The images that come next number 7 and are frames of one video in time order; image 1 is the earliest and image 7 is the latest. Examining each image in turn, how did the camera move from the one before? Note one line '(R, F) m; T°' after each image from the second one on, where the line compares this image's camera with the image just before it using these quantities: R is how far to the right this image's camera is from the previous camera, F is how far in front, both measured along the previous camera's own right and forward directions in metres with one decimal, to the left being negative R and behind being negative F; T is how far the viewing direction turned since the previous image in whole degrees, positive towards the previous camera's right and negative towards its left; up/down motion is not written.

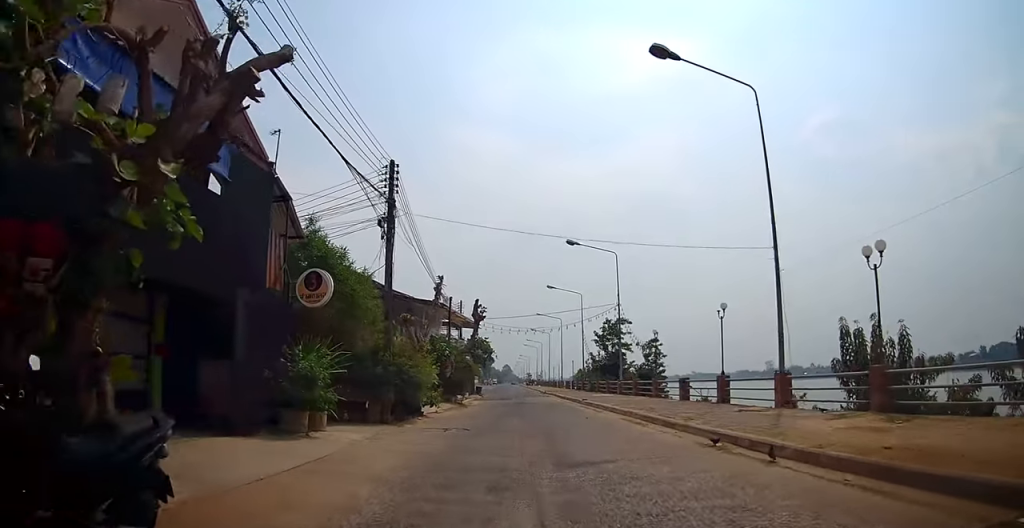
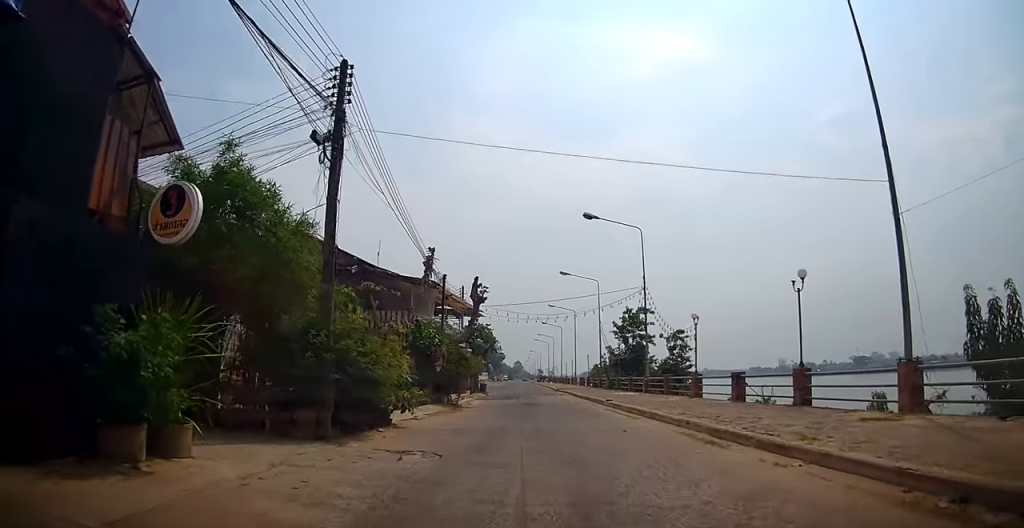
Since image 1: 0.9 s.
(+0.1, +5.6) m; 0°
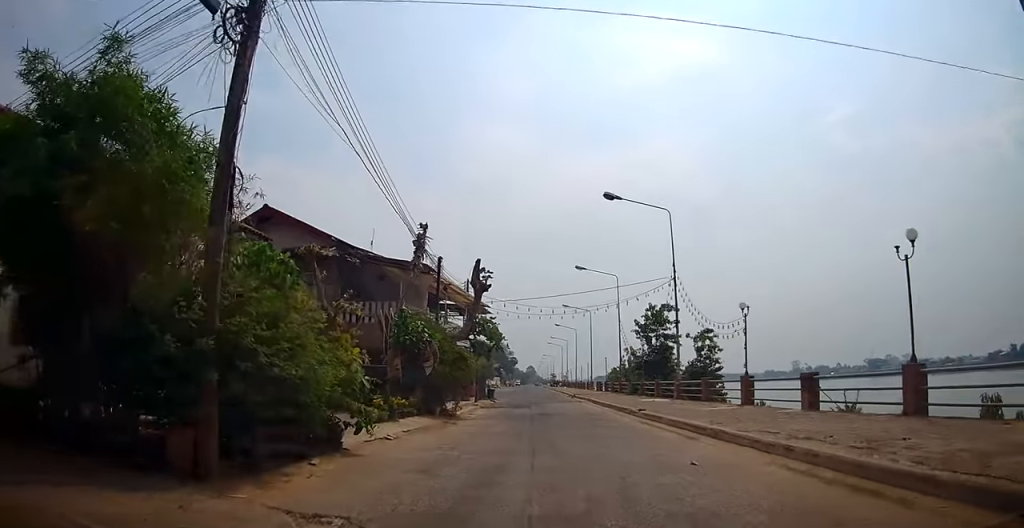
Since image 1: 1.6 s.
(0.0, +4.3) m; 0°
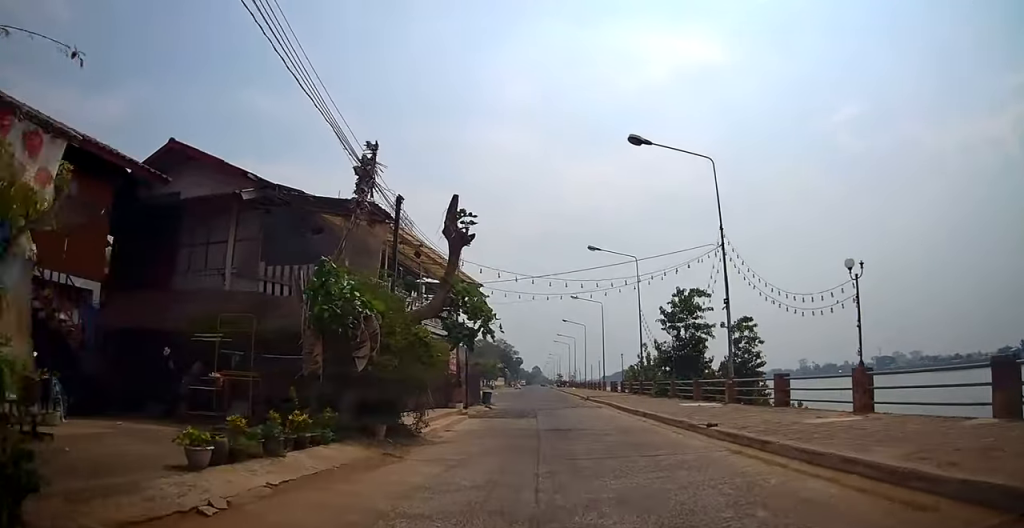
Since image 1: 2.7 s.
(-0.1, +6.6) m; +1°
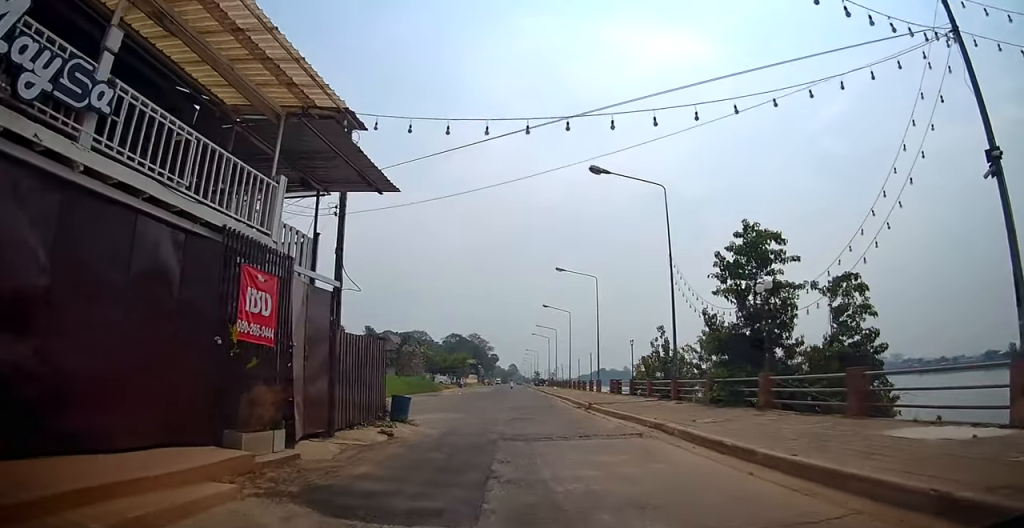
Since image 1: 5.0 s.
(+0.4, +15.0) m; +1°
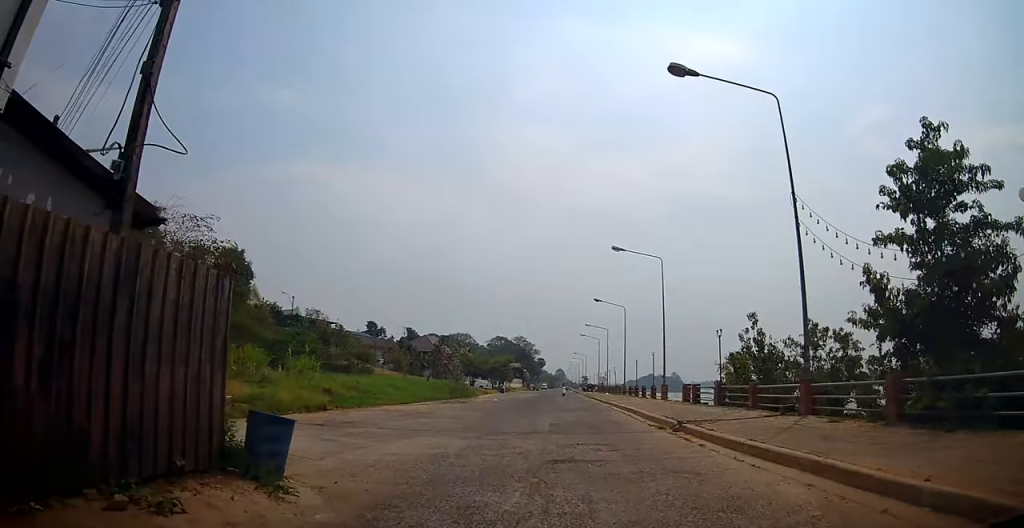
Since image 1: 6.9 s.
(-0.2, +11.0) m; -1°
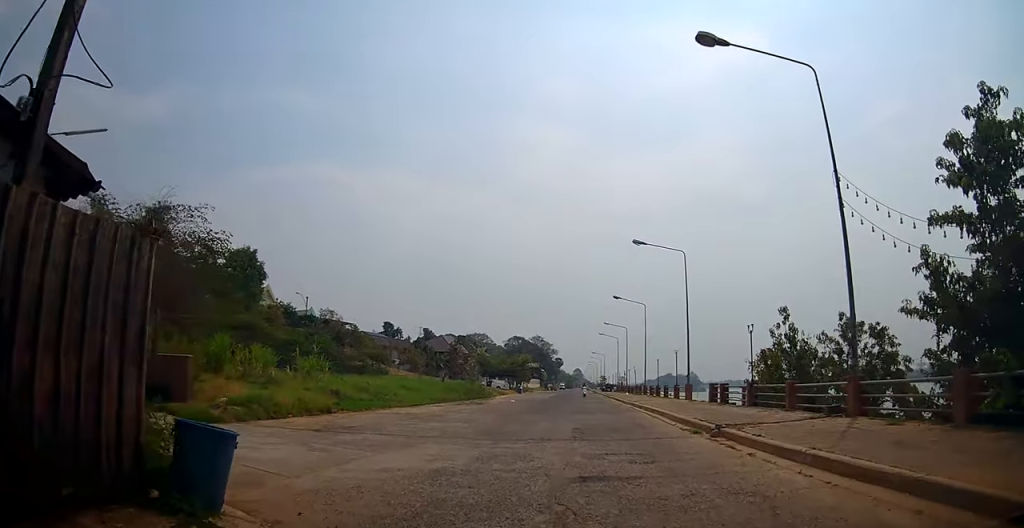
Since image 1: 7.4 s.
(0.0, +2.5) m; 0°
